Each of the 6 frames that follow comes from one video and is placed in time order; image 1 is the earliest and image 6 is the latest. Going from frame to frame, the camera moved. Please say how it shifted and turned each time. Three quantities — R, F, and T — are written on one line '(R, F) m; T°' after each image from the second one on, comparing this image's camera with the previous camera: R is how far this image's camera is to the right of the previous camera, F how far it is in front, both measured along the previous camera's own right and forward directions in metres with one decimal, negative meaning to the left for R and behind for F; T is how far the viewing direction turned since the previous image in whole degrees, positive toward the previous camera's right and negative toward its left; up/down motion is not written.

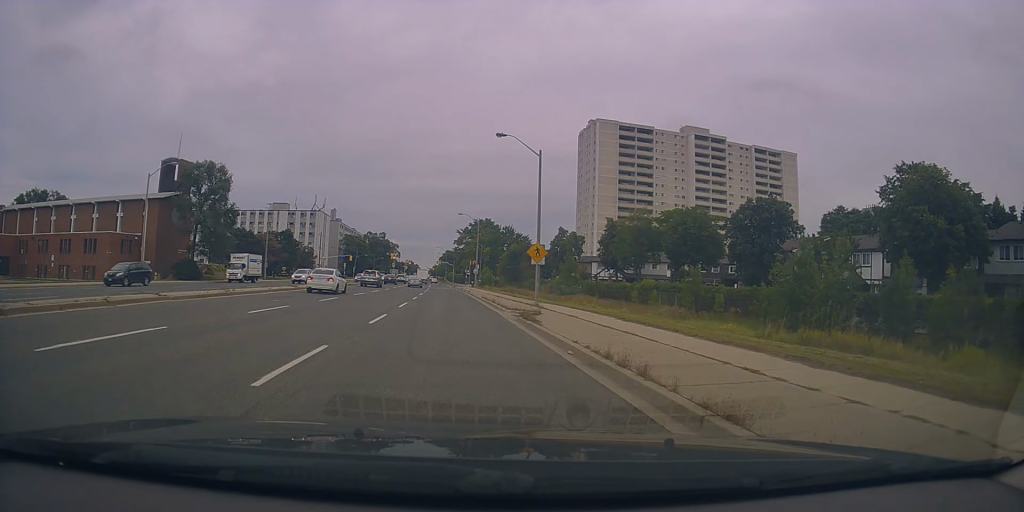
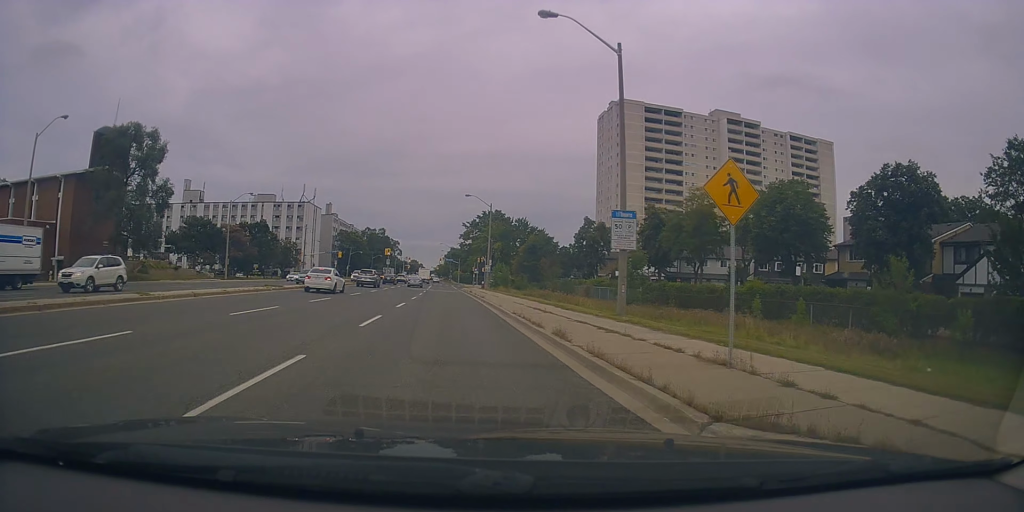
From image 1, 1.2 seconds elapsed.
(-0.2, +19.3) m; -1°
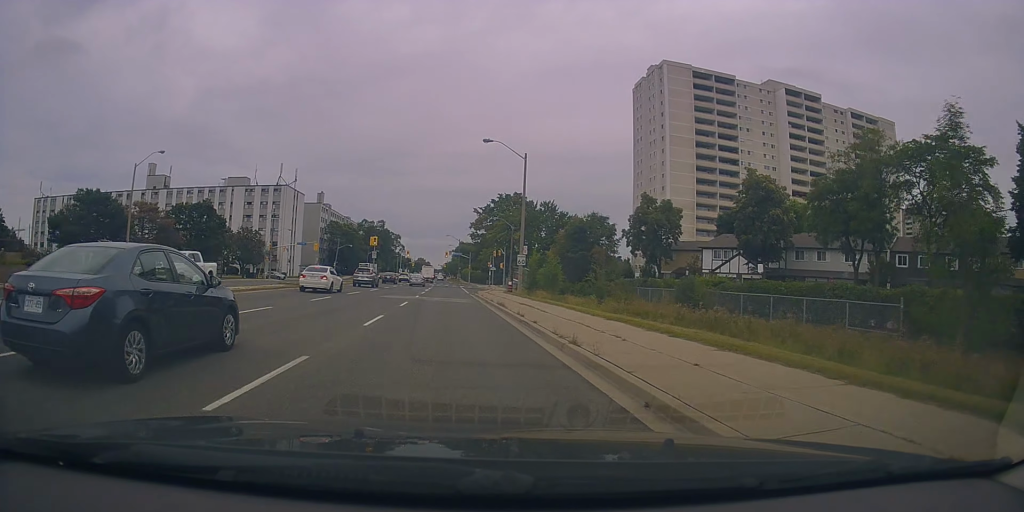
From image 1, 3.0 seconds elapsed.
(-0.2, +27.8) m; -1°
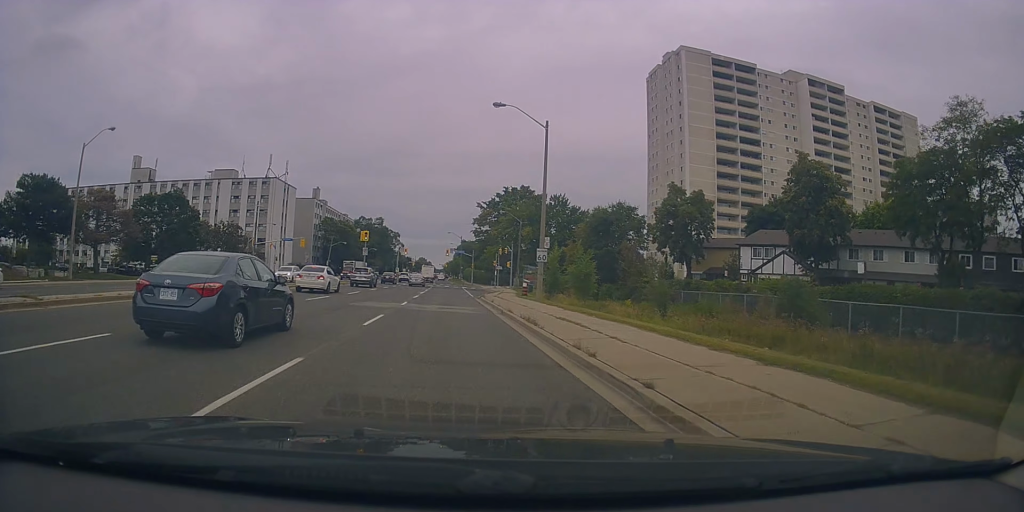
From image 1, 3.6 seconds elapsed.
(-0.2, +9.2) m; 0°
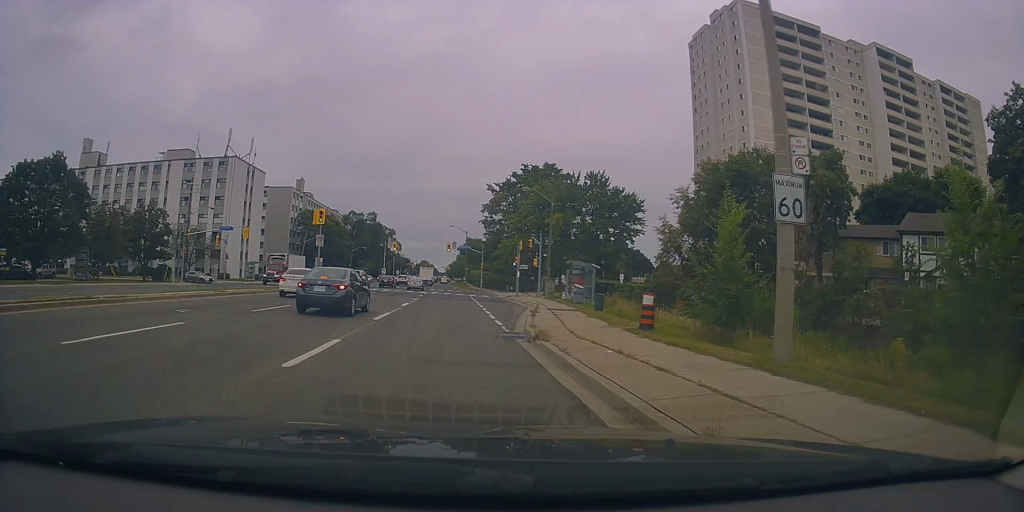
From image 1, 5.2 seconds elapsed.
(+0.1, +24.7) m; 0°
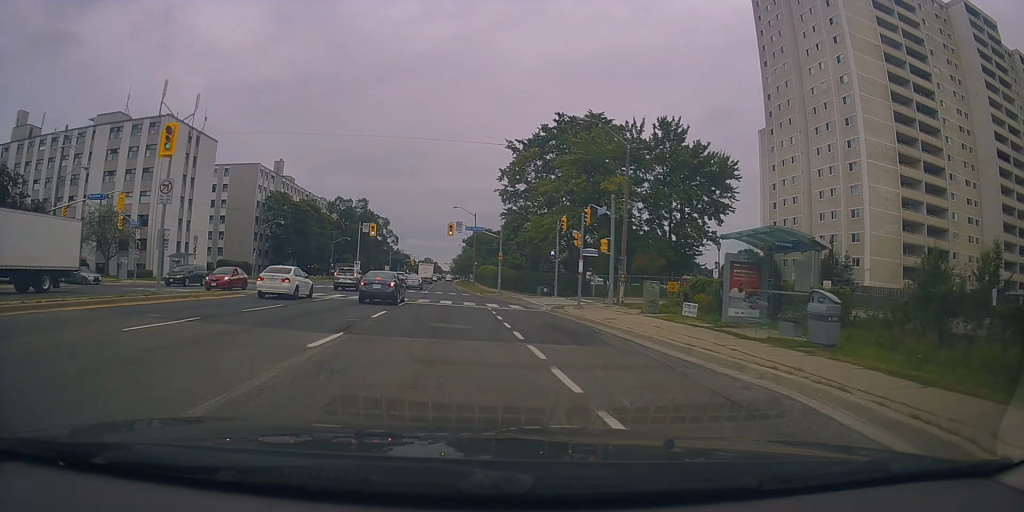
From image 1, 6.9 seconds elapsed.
(+0.1, +25.4) m; -1°
